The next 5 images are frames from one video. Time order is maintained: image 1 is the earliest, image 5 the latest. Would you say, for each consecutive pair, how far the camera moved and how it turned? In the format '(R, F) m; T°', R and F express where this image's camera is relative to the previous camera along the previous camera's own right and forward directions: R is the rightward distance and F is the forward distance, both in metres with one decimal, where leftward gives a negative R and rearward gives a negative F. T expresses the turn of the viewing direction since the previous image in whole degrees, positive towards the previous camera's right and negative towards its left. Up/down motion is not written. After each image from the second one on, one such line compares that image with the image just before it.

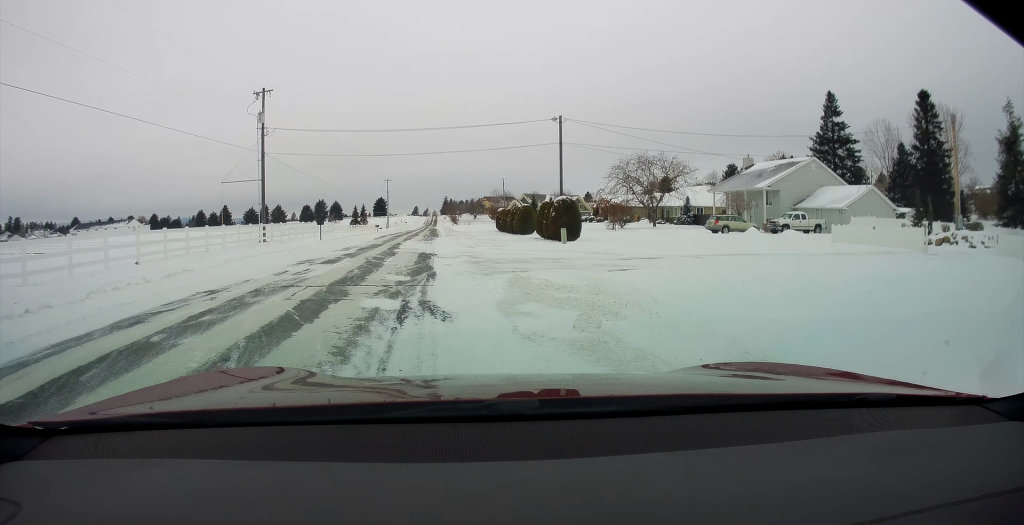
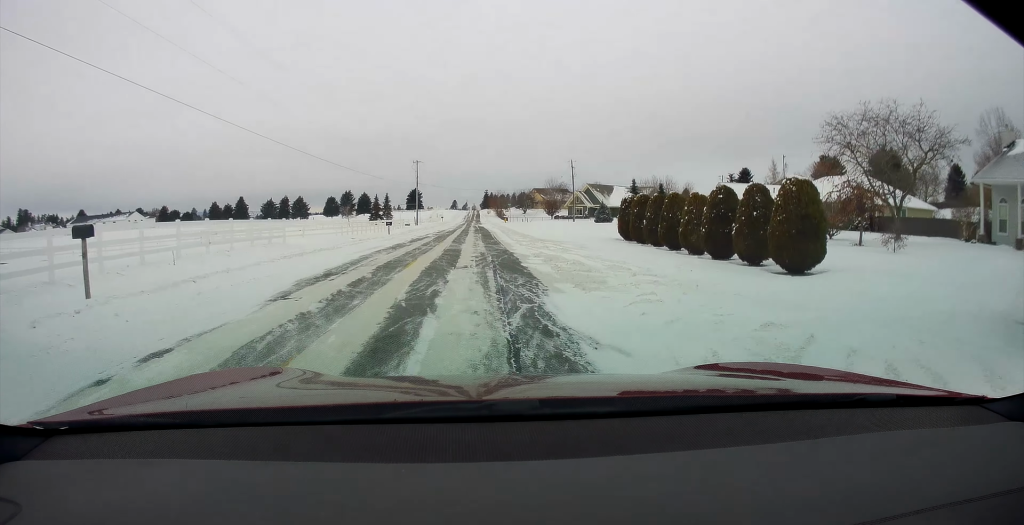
(-2.1, +32.9) m; -6°
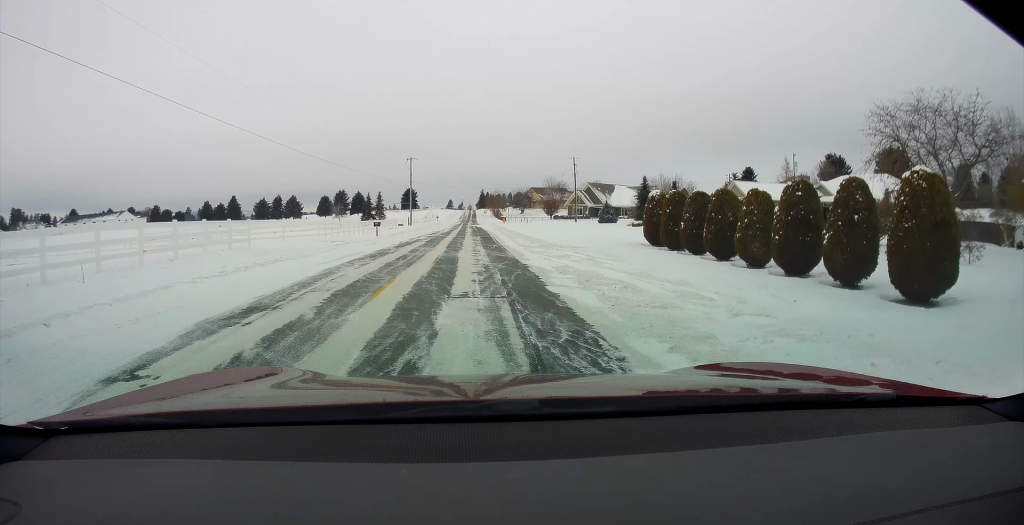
(-0.3, +4.9) m; 0°
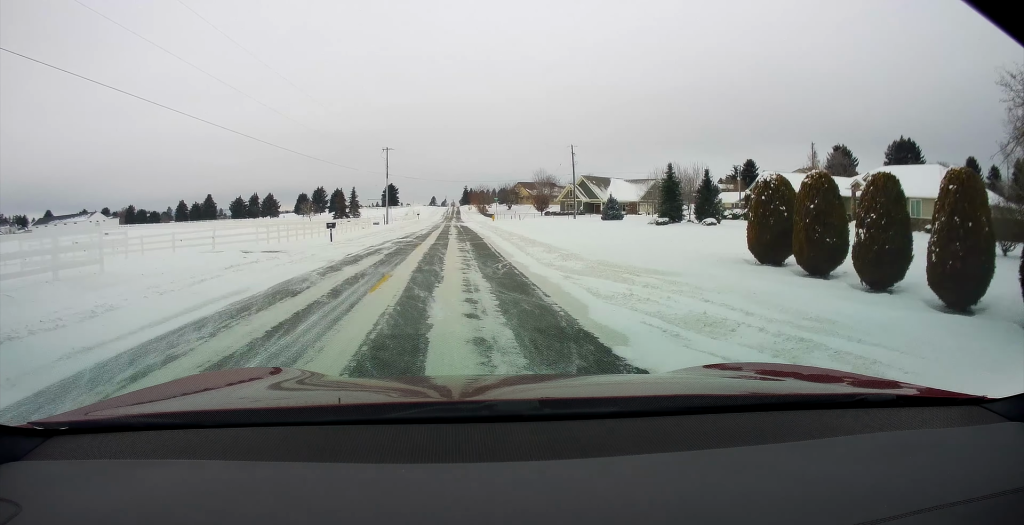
(+0.5, +10.9) m; +3°
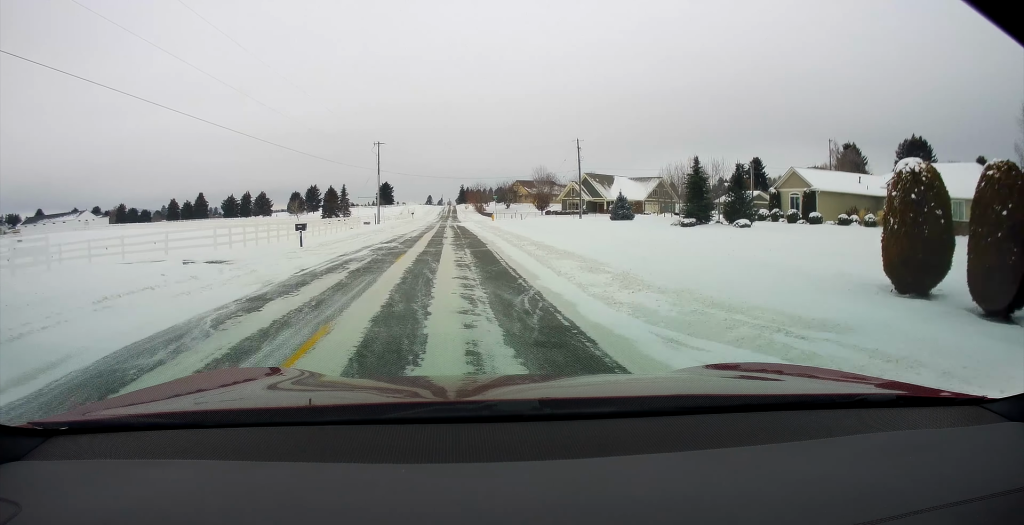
(0.0, +6.0) m; 0°
